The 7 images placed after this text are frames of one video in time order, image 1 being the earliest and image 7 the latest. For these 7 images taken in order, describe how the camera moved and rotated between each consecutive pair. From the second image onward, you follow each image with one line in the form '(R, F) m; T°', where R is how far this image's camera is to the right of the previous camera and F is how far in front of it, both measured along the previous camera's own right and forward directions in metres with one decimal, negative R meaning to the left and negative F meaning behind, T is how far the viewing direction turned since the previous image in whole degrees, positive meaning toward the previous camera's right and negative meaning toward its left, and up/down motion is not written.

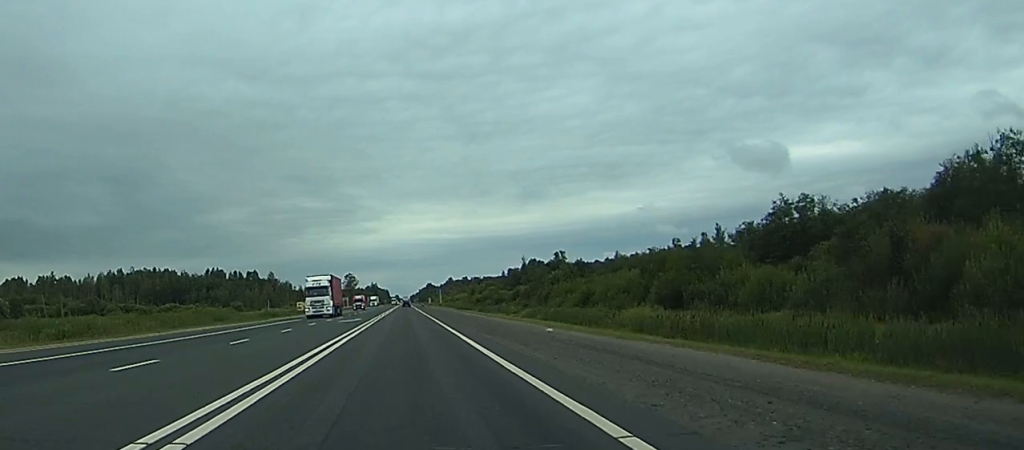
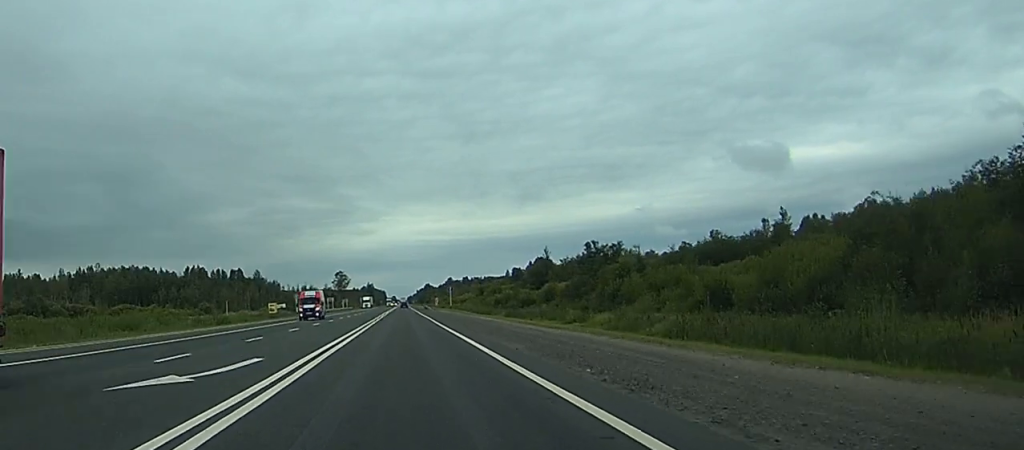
(-0.1, +45.2) m; 0°
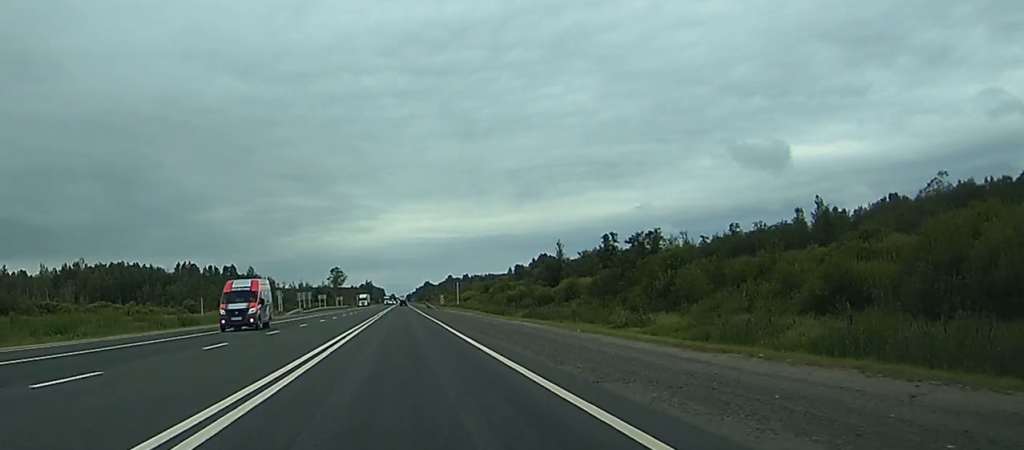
(-0.1, +18.9) m; 0°
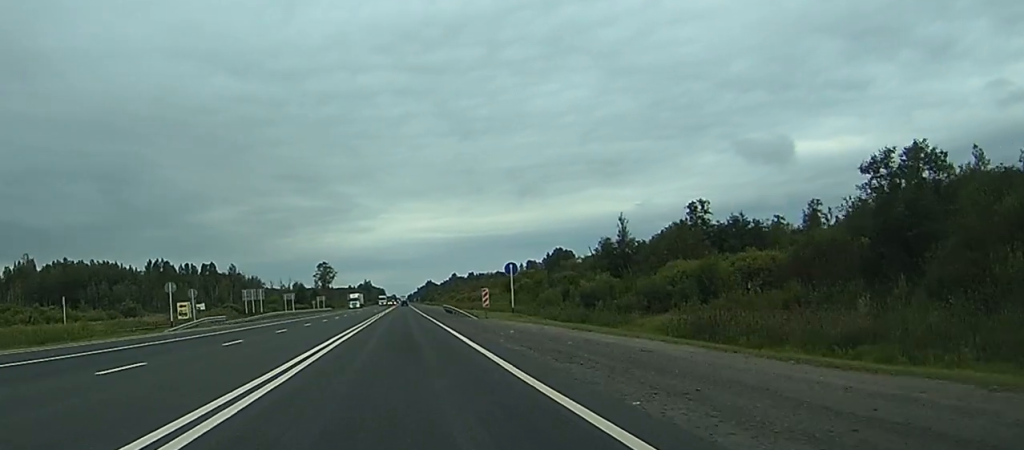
(+0.2, +57.1) m; 0°
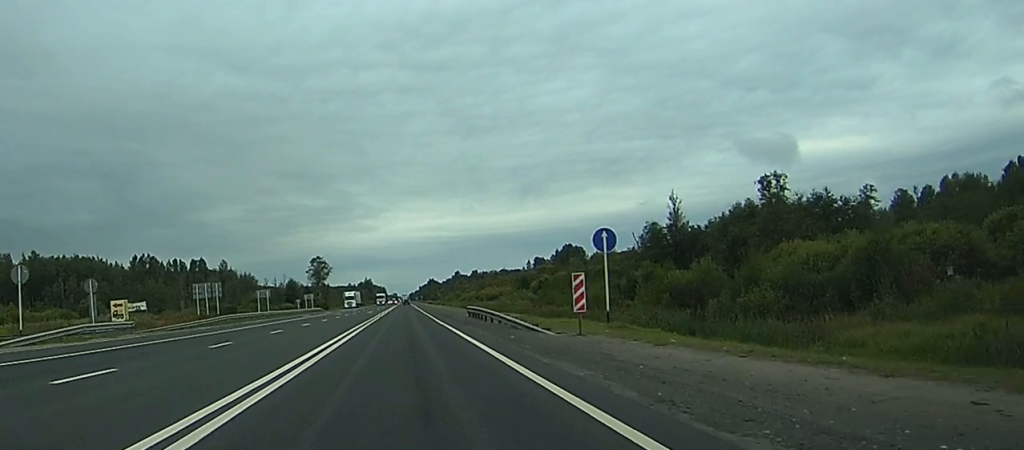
(0.0, +26.7) m; 0°
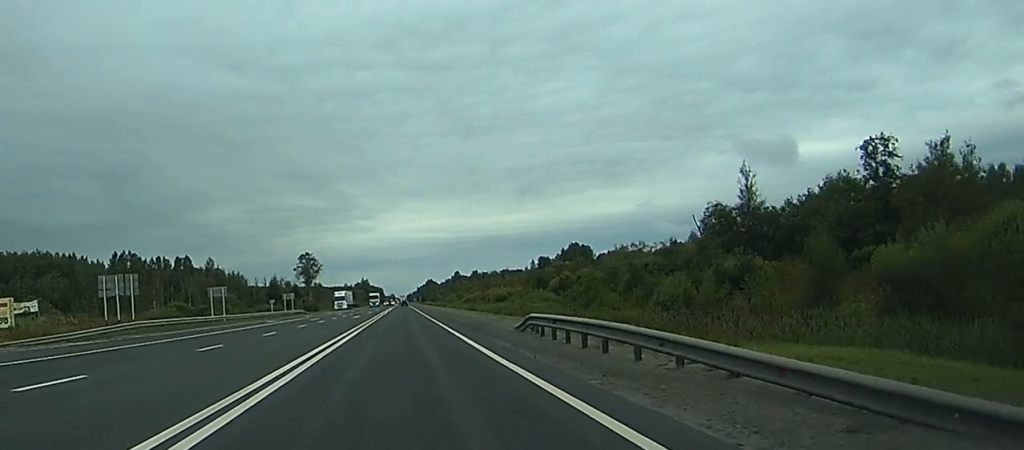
(0.0, +25.7) m; 0°
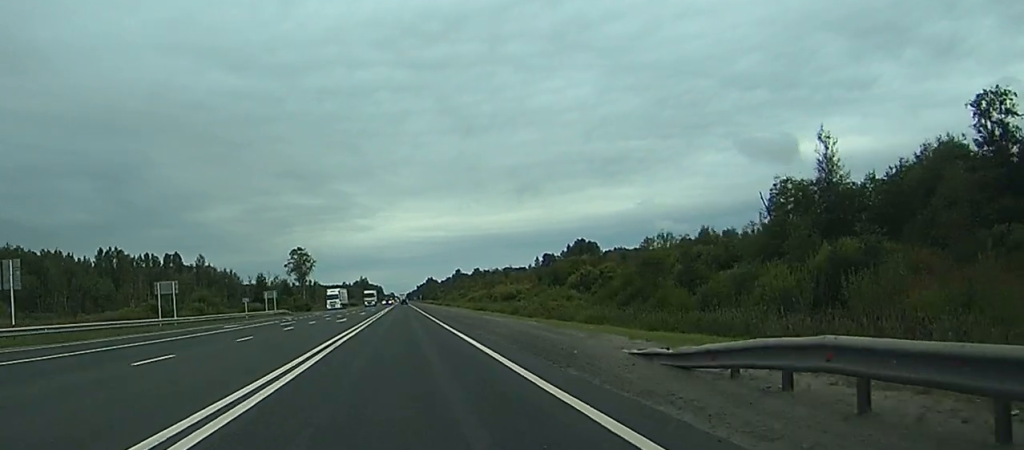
(0.0, +18.0) m; 0°
